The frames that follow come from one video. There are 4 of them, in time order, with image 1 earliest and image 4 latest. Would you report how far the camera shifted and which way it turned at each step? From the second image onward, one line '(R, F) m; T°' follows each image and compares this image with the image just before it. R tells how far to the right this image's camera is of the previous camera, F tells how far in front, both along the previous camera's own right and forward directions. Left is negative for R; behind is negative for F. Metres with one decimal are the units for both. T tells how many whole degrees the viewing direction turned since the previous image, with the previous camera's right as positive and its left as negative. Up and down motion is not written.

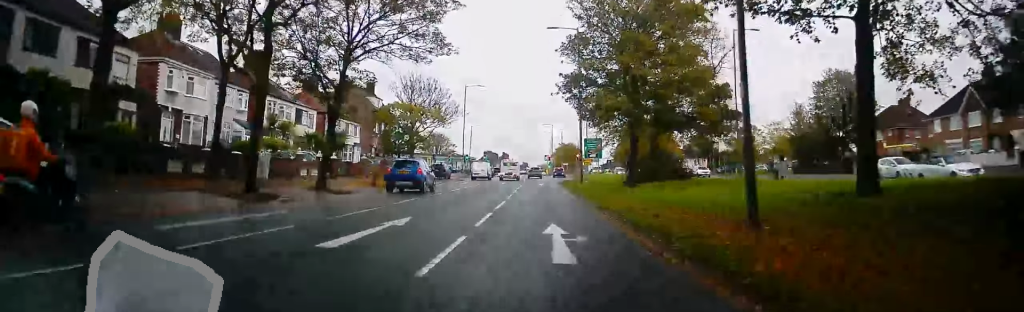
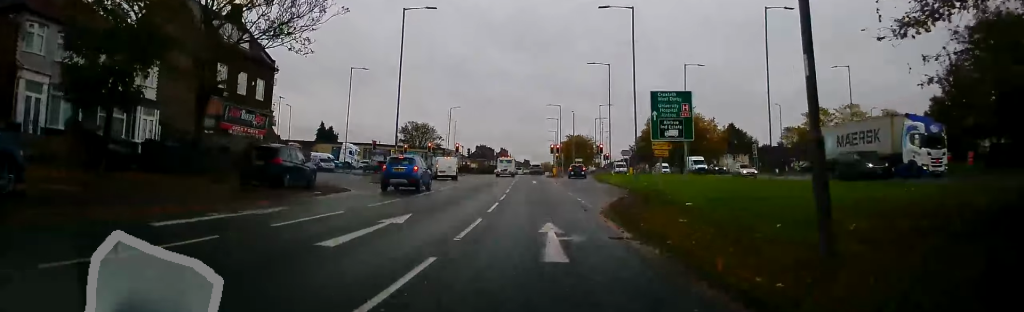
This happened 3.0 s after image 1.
(-0.5, +39.2) m; +1°
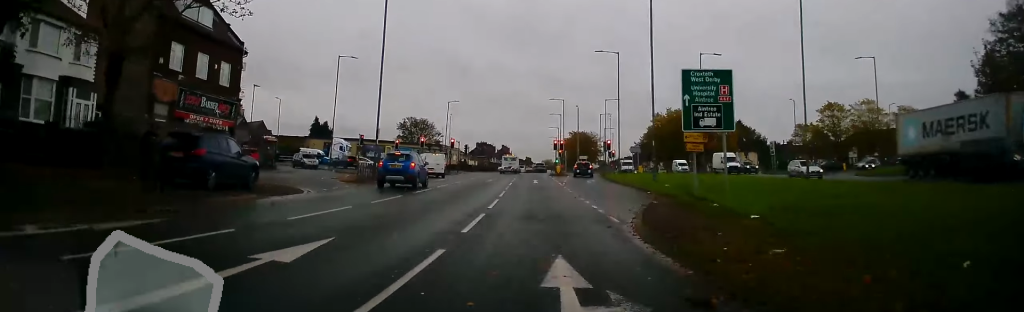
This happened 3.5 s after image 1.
(+0.2, +5.7) m; -1°
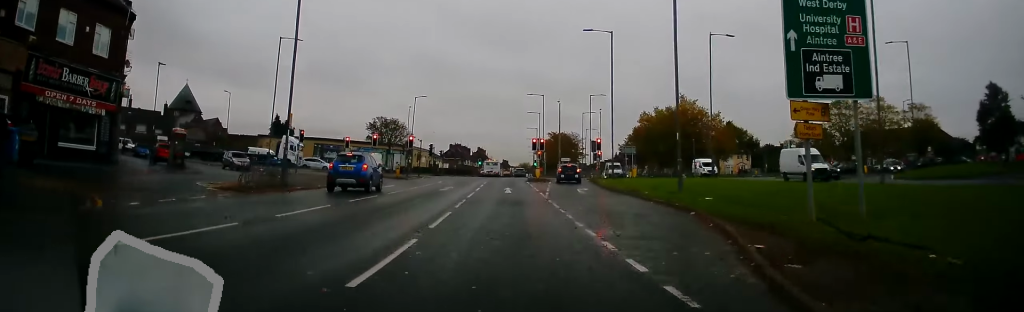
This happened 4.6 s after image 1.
(-0.5, +11.0) m; 0°
